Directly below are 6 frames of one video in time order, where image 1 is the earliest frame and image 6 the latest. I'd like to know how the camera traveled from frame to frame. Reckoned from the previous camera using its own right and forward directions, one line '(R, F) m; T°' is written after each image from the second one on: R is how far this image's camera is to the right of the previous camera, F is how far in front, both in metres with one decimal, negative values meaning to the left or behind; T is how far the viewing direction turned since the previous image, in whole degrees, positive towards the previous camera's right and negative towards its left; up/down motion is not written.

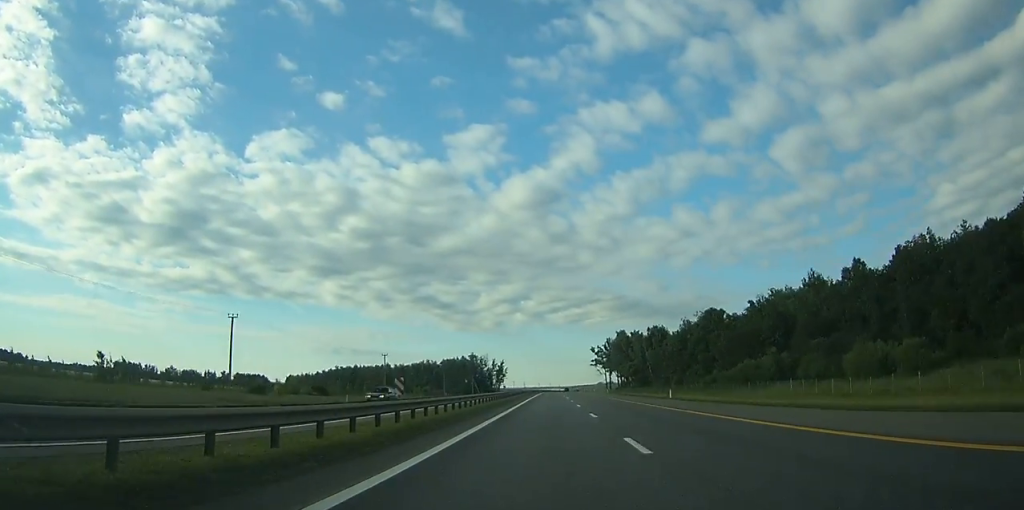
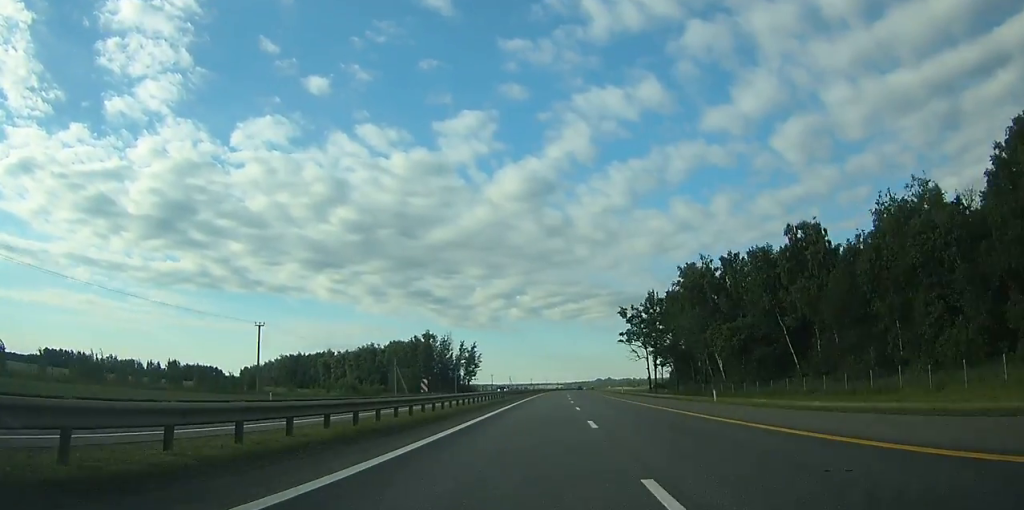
(+0.3, +122.4) m; +1°
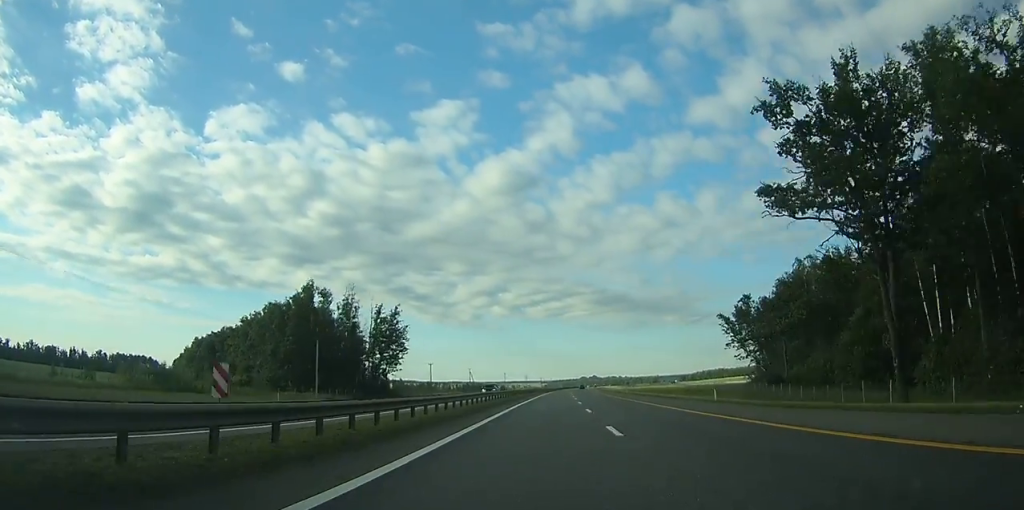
(+1.1, +101.9) m; +1°
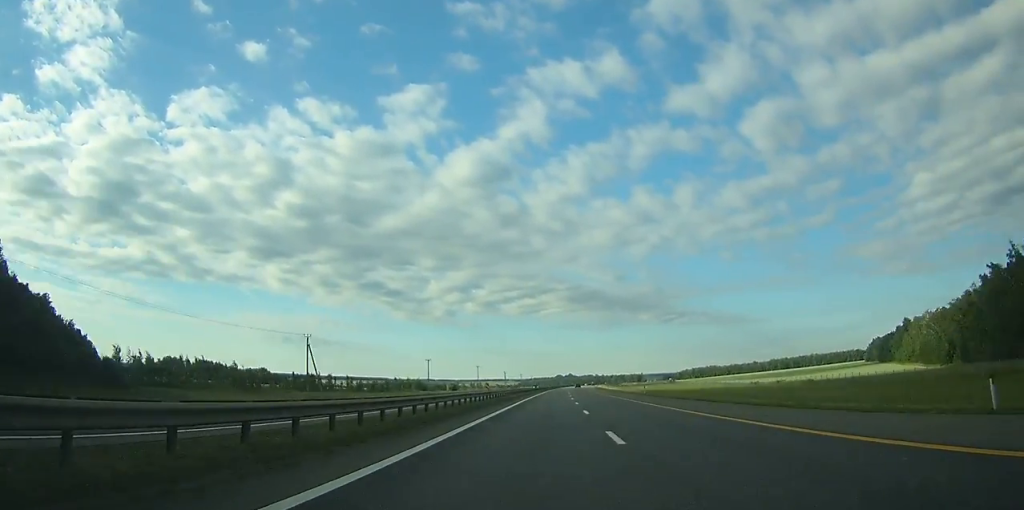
(+2.2, +123.7) m; +2°
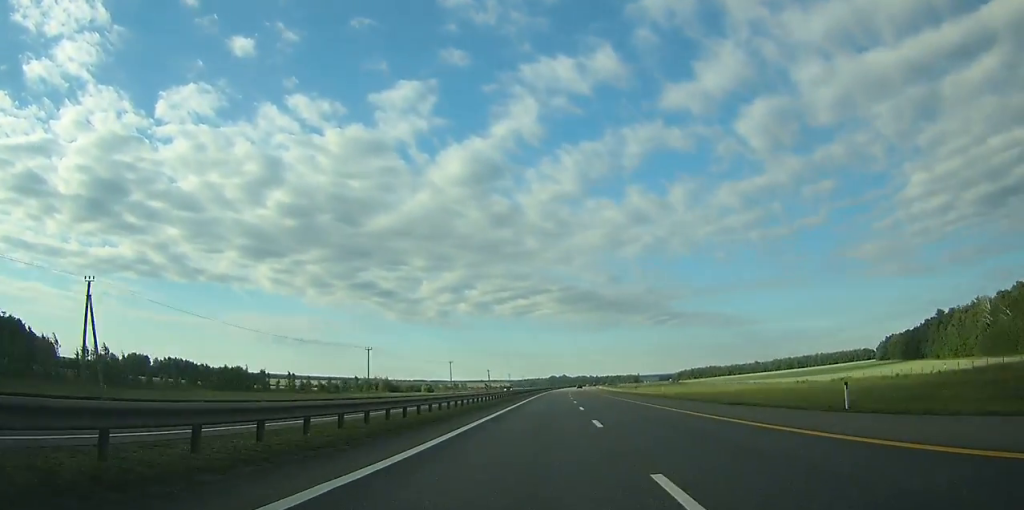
(+0.4, +43.9) m; +1°
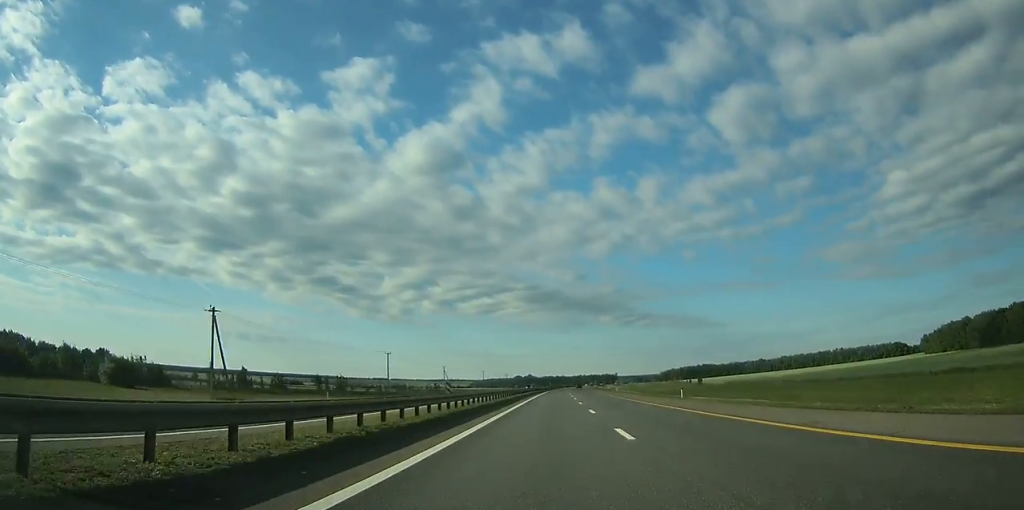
(+4.5, +175.1) m; +3°
